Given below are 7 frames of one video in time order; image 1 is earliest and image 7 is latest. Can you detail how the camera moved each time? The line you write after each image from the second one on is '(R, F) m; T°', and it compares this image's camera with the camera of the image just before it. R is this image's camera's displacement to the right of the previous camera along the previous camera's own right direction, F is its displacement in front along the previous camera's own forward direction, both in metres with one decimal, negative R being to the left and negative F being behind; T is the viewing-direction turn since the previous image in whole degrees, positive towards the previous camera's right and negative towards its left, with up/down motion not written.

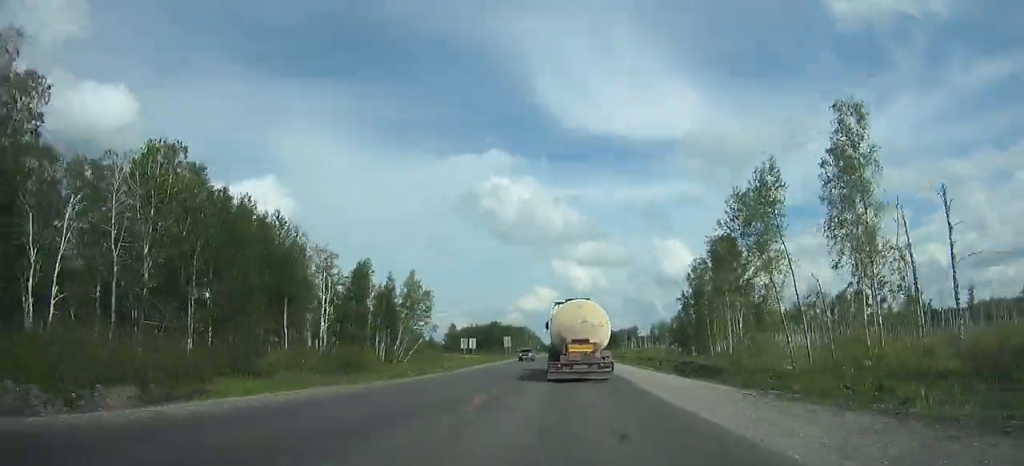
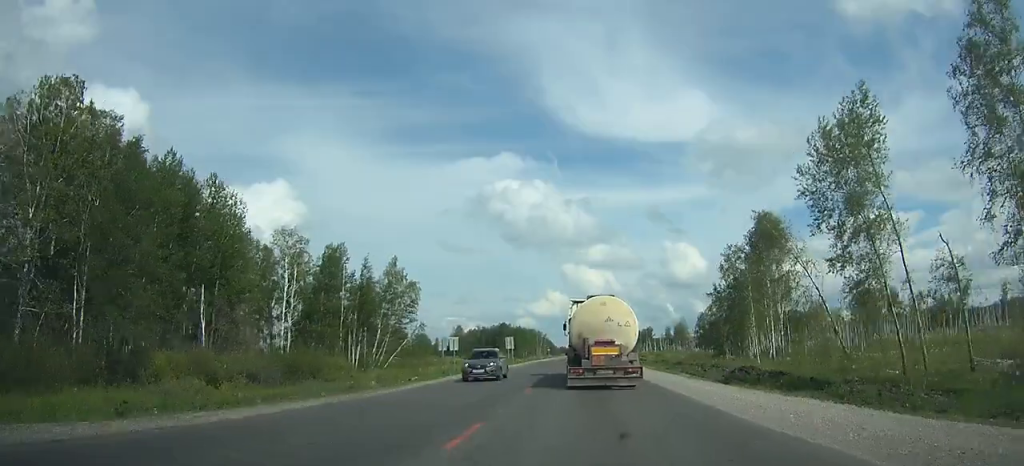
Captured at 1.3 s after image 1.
(-0.4, +22.9) m; 0°
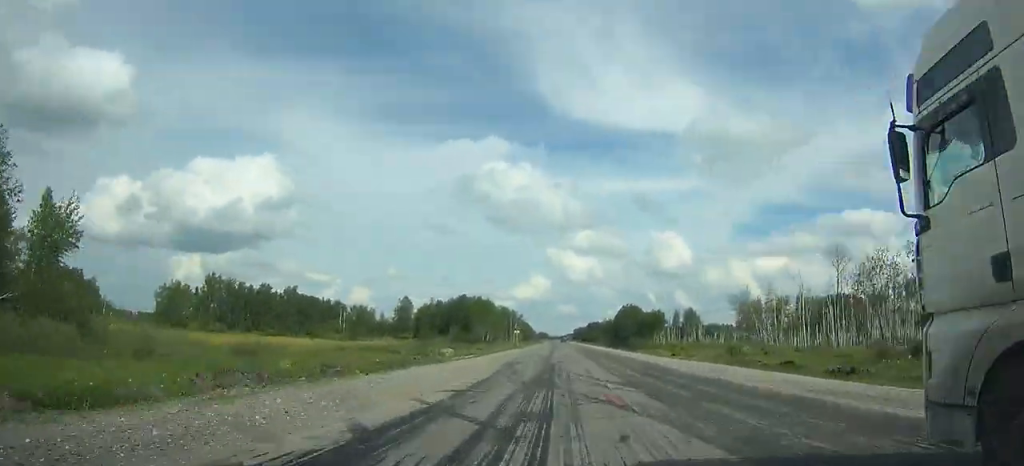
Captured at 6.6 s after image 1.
(-0.2, +97.9) m; +1°
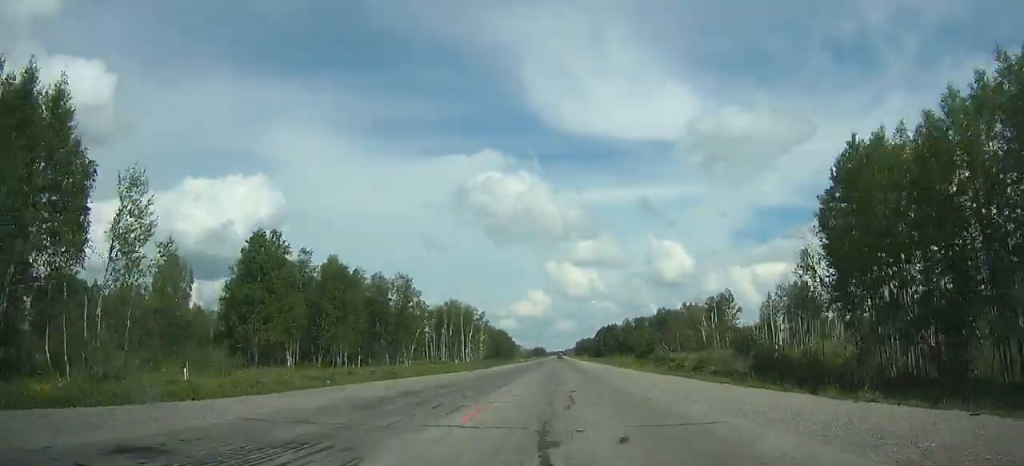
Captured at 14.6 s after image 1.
(+1.8, +172.9) m; 0°
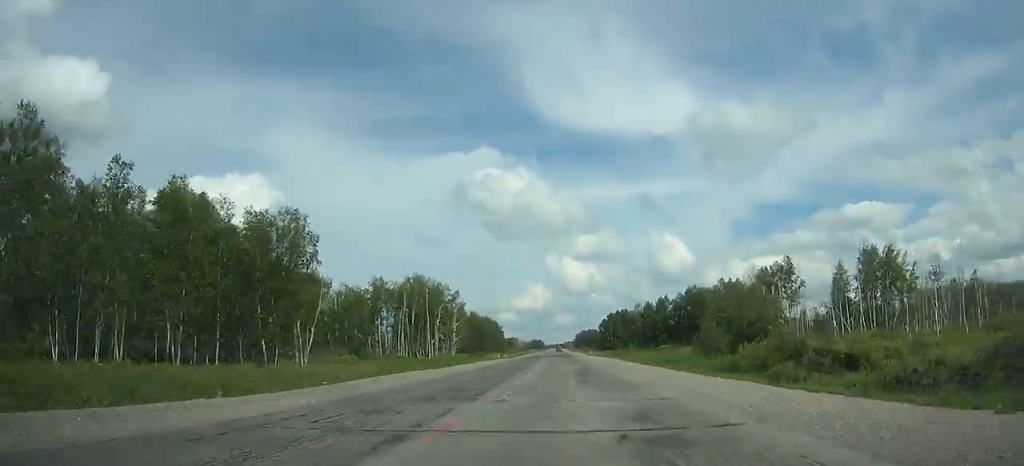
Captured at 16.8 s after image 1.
(+0.1, +48.6) m; 0°
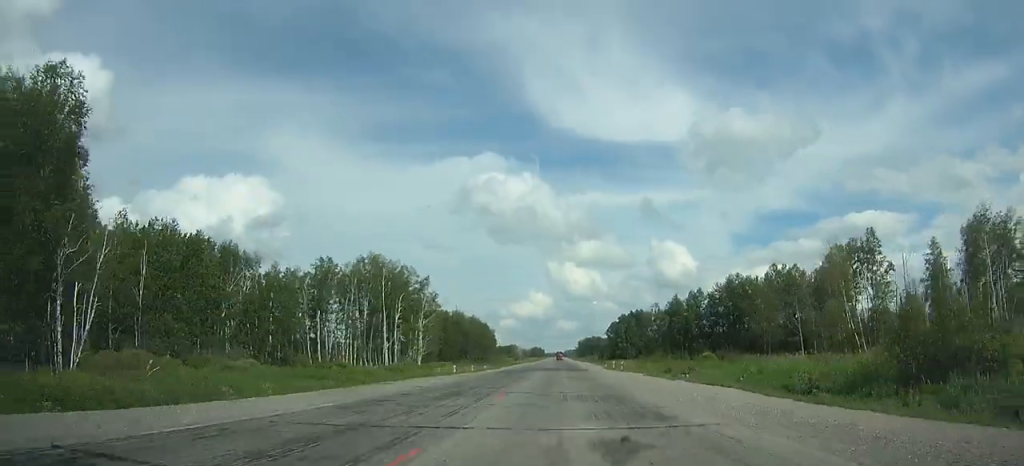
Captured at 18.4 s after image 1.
(+0.1, +35.3) m; 0°
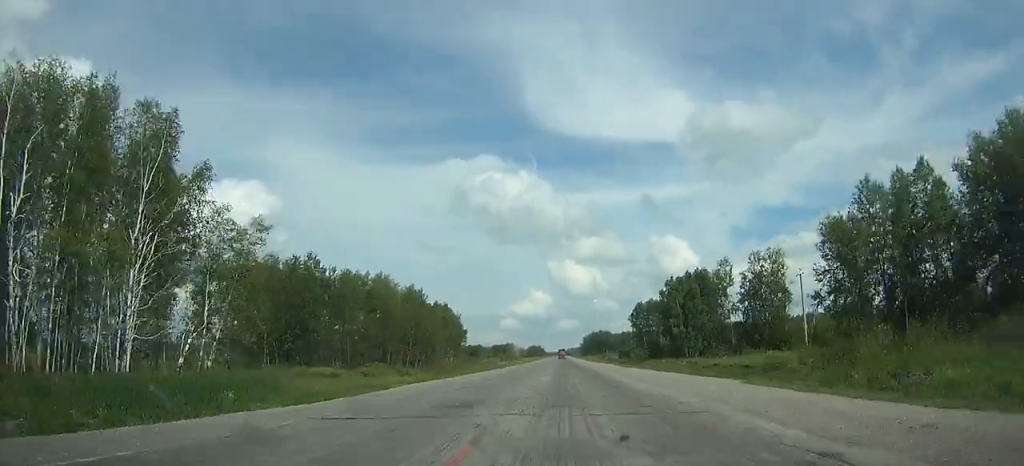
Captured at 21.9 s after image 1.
(-0.1, +78.0) m; 0°
